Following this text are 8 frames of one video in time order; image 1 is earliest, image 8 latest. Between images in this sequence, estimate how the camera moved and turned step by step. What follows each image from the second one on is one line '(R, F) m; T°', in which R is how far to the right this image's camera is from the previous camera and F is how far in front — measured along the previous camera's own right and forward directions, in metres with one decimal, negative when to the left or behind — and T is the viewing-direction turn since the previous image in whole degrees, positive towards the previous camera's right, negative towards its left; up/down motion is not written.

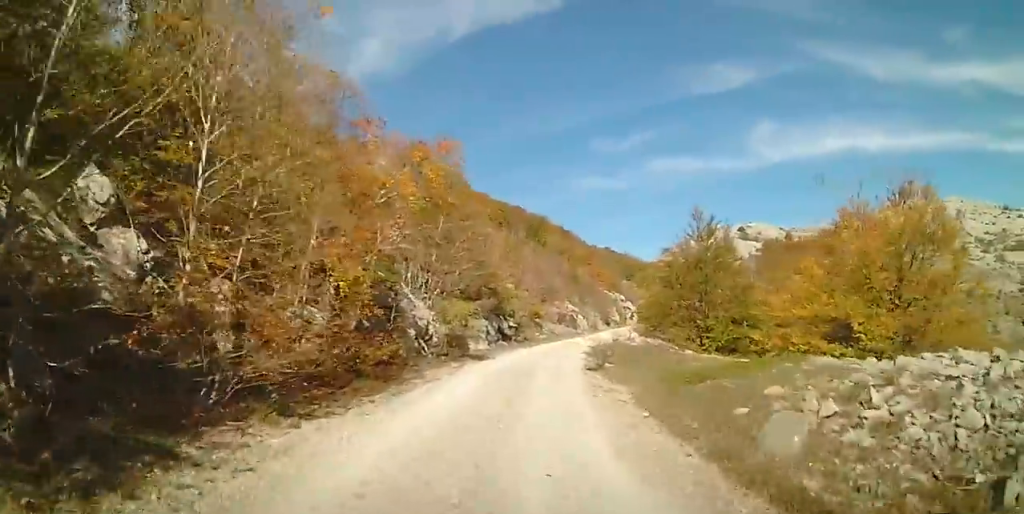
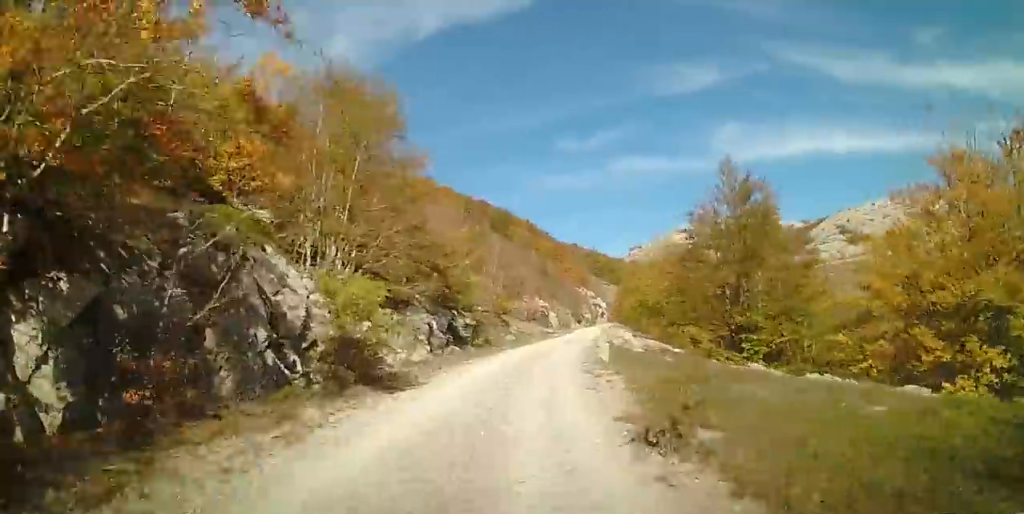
(+0.4, +10.3) m; +3°
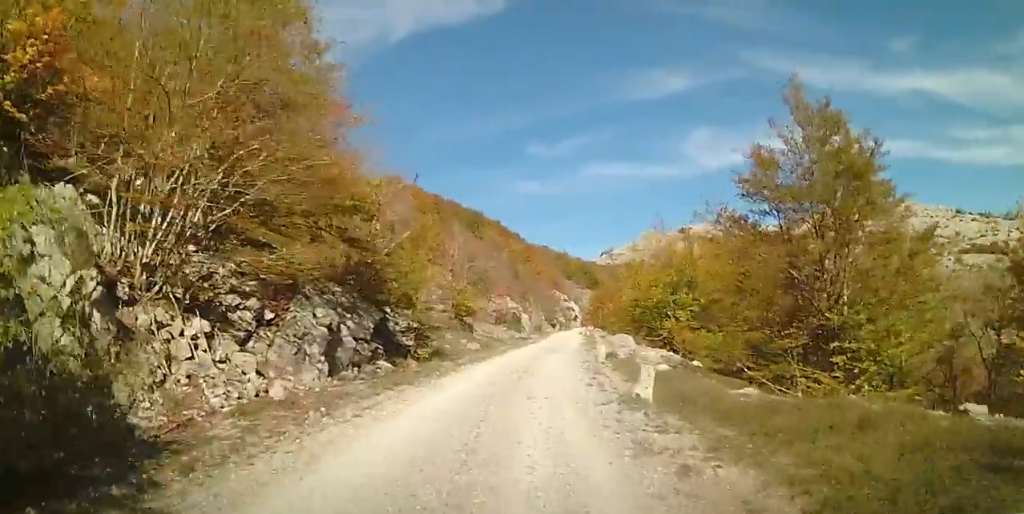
(+0.1, +8.9) m; +2°
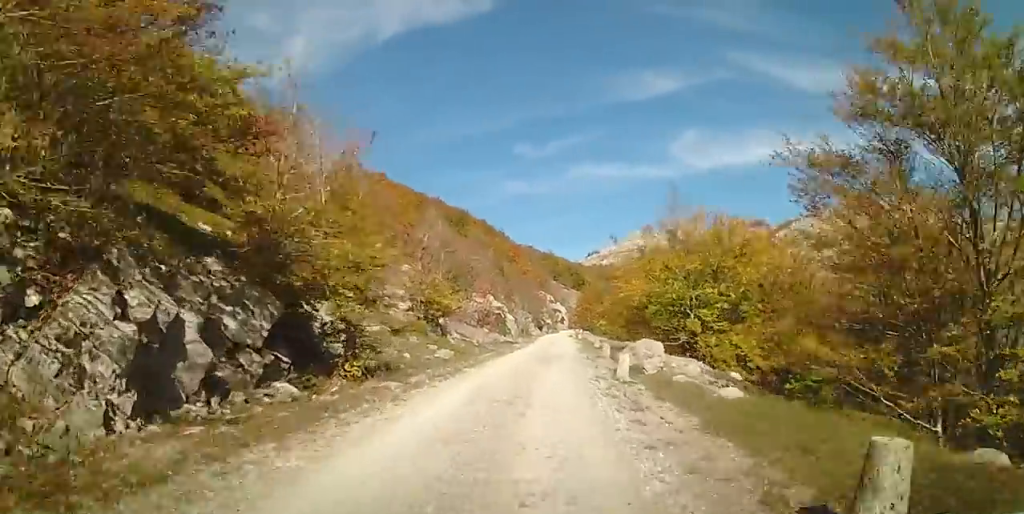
(+0.2, +6.4) m; +2°
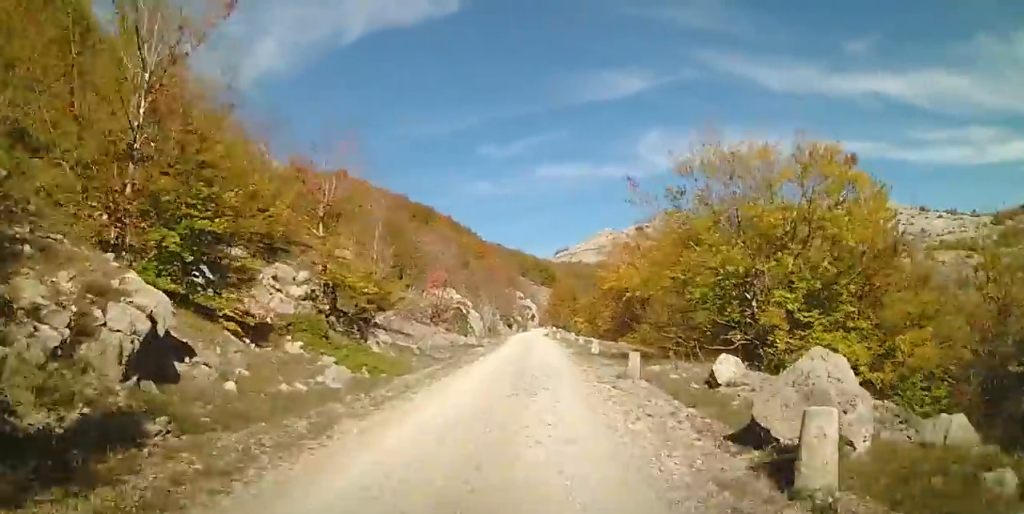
(+0.1, +10.0) m; +3°
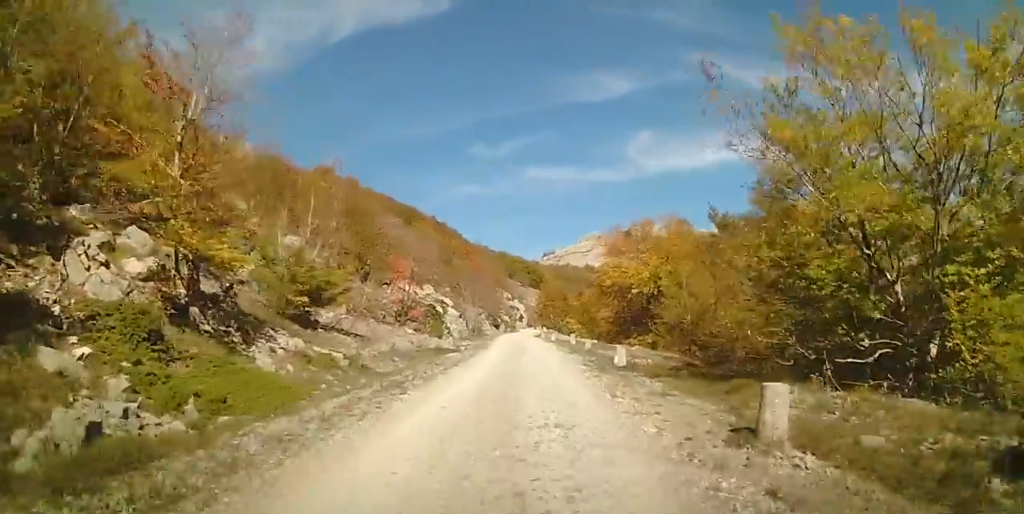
(+0.3, +7.2) m; +2°
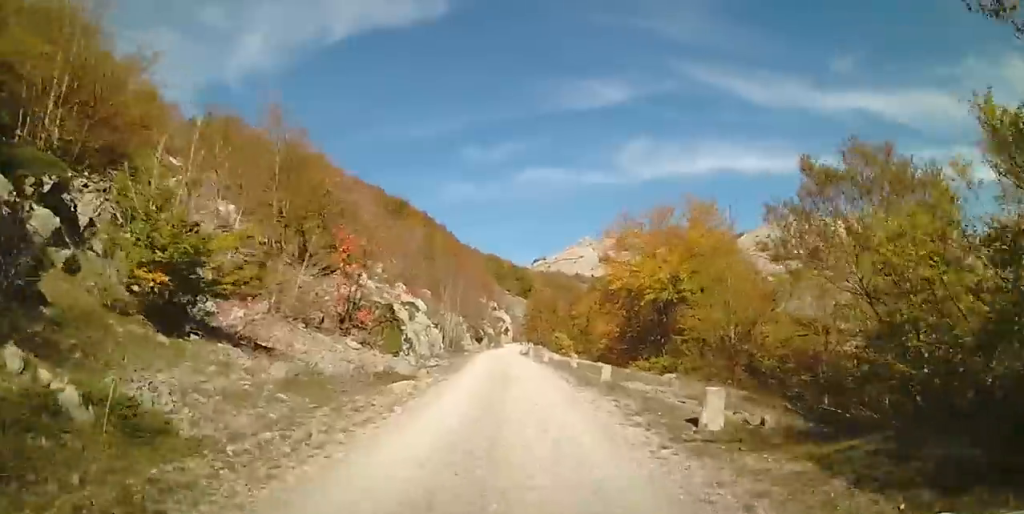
(+0.1, +7.7) m; -1°
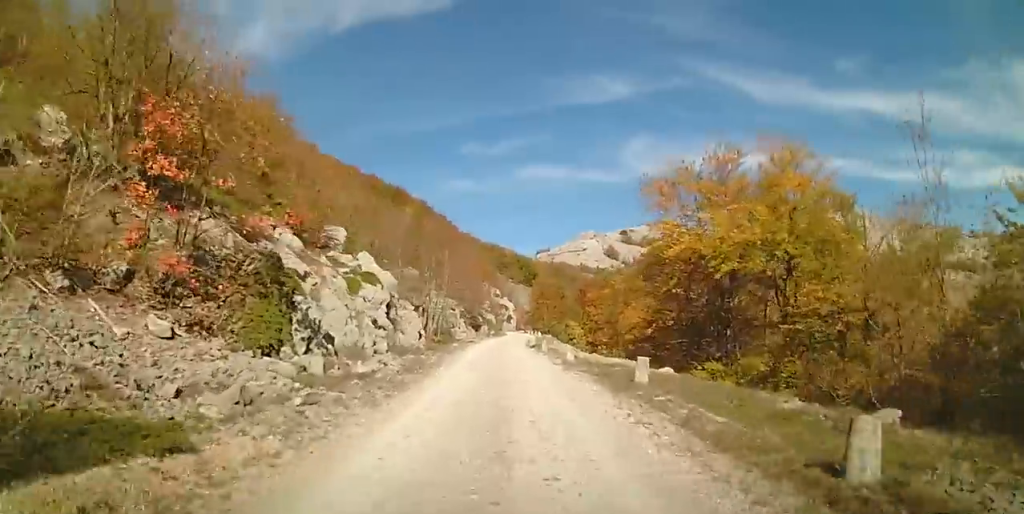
(-0.4, +11.8) m; -1°
